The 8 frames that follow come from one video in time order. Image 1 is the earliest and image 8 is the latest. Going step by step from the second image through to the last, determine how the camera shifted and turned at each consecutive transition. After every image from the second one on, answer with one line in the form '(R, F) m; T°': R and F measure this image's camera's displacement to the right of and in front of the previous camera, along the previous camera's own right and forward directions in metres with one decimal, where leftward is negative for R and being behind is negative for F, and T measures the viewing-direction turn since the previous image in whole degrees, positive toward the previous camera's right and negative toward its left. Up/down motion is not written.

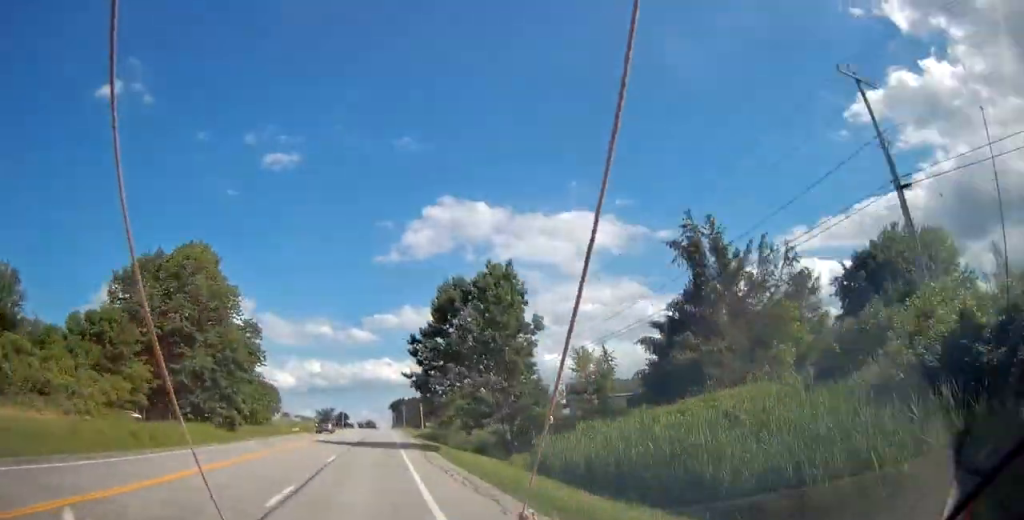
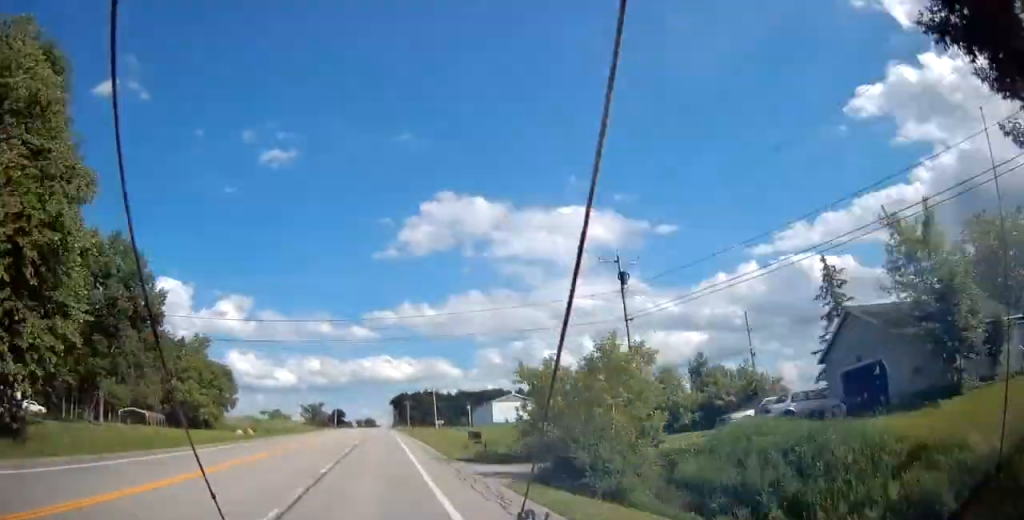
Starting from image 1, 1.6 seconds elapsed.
(0.0, +42.2) m; 0°
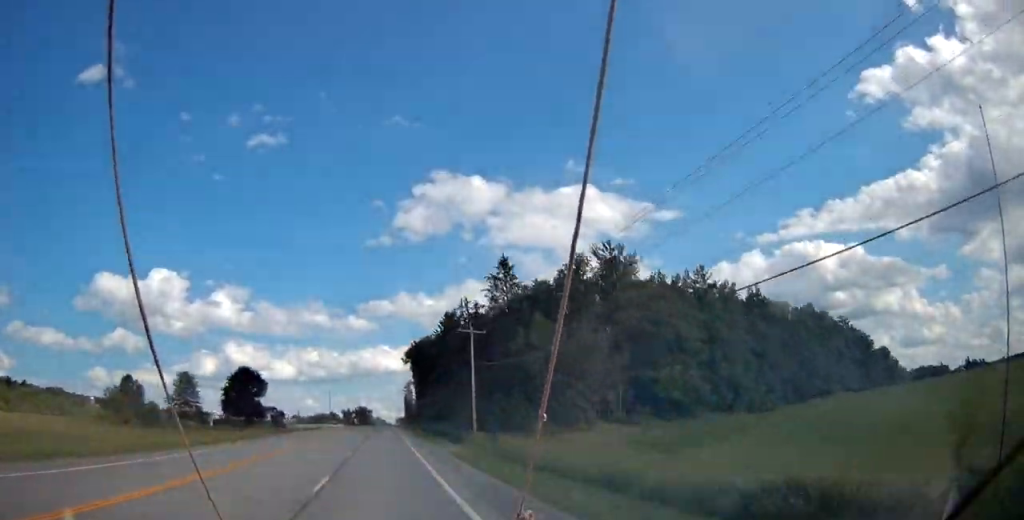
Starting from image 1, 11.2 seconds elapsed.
(-0.3, +257.9) m; 0°
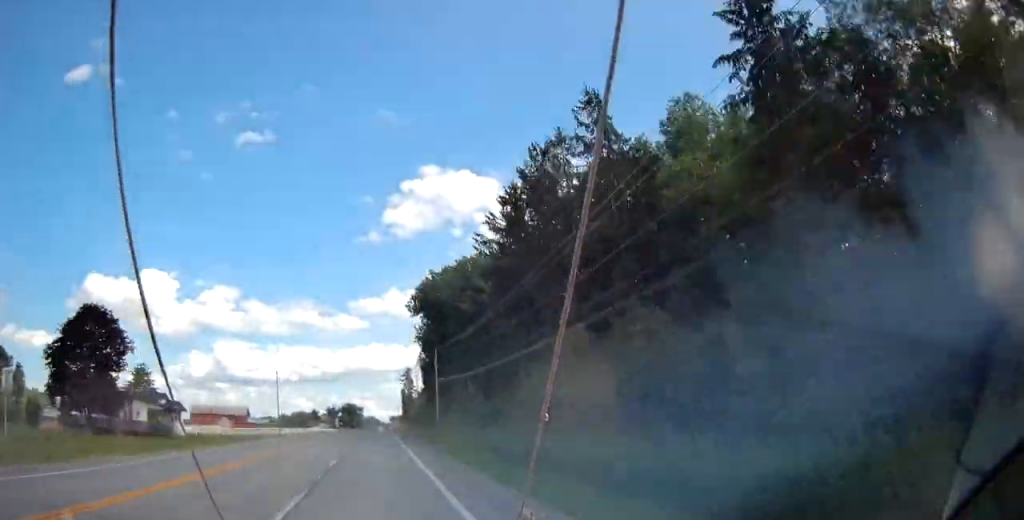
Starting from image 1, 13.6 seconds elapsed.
(-0.1, +64.9) m; 0°
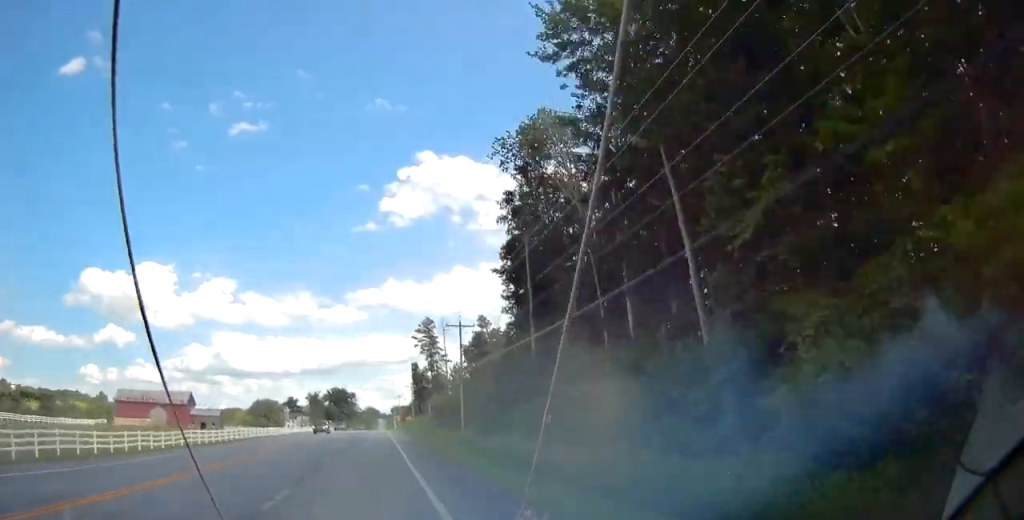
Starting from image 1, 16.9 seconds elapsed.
(+0.4, +89.3) m; 0°
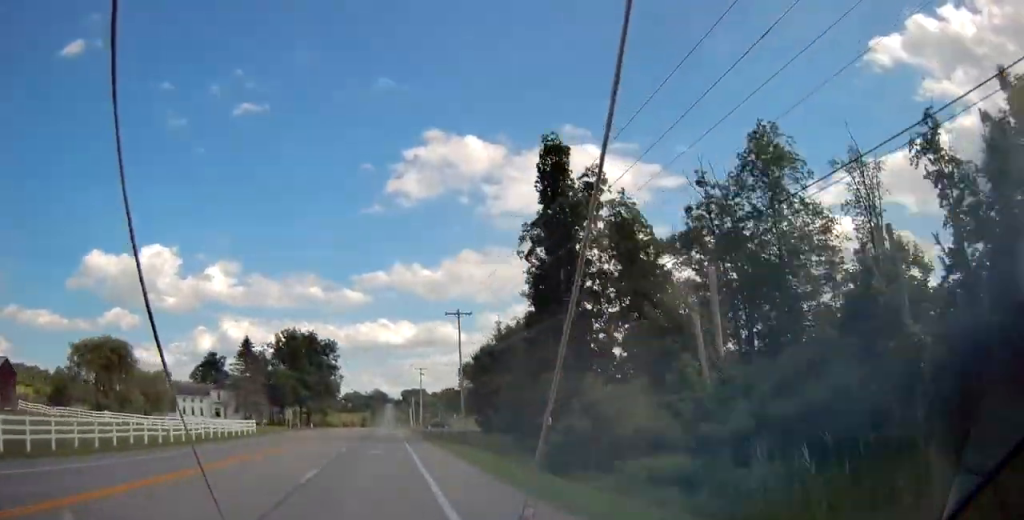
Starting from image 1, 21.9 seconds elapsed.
(-0.8, +130.5) m; -1°
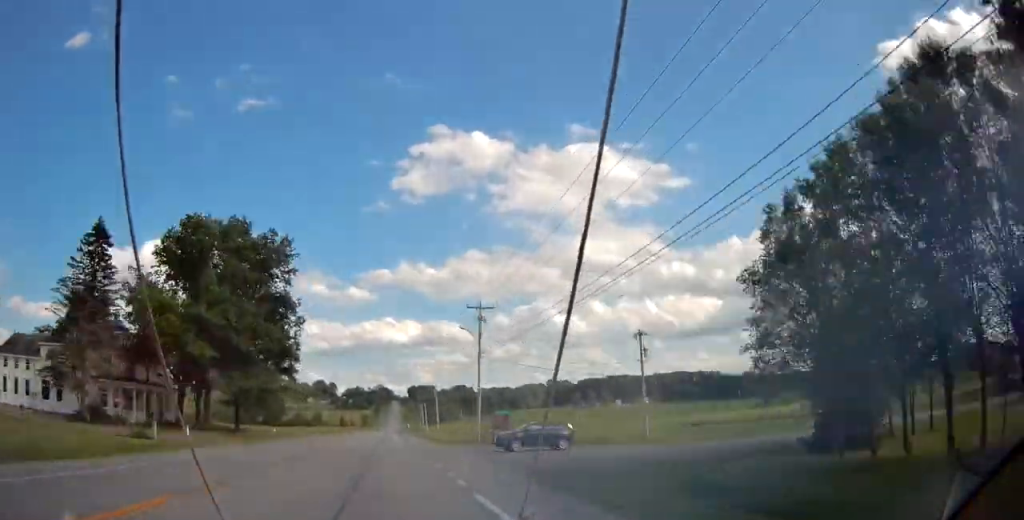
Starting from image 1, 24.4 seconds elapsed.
(-0.2, +66.2) m; 0°
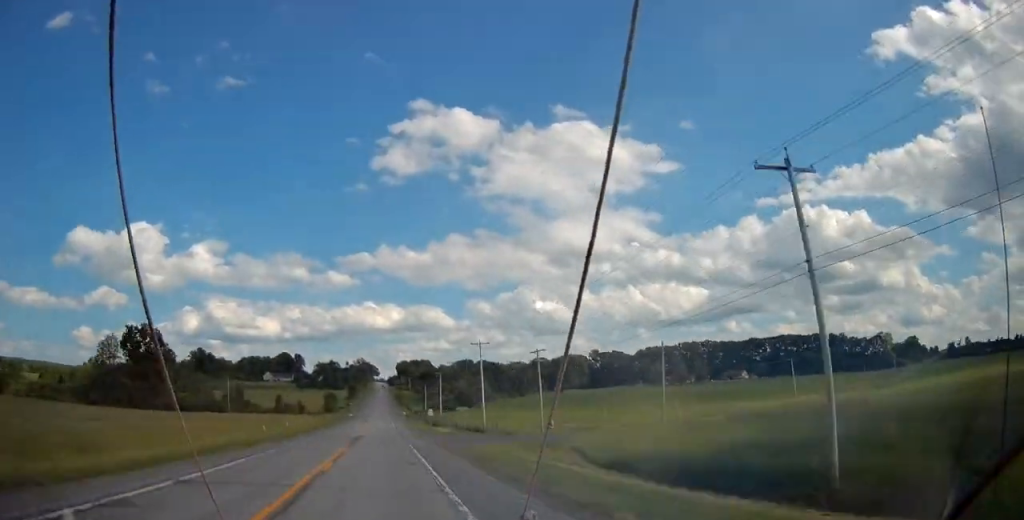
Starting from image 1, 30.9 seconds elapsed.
(+1.2, +172.6) m; +1°
